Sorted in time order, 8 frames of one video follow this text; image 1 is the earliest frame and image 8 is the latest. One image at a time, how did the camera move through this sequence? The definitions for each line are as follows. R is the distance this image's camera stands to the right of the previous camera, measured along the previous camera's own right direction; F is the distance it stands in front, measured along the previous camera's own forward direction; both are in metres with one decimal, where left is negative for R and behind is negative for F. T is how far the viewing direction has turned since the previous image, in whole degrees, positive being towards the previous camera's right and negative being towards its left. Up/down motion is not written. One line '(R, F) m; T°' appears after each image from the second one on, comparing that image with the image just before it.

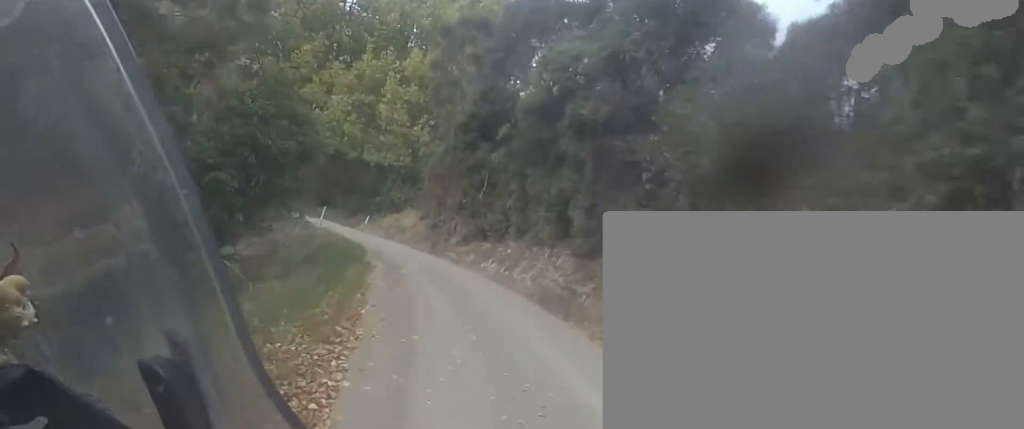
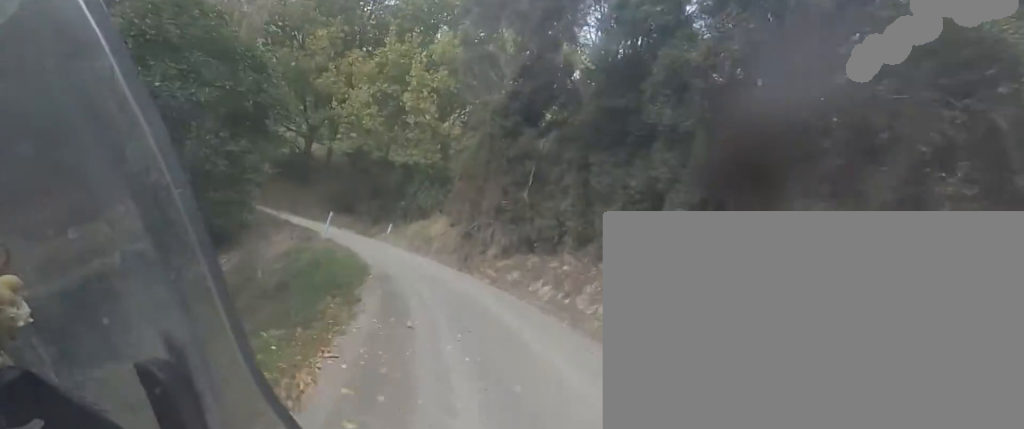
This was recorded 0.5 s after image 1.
(-0.1, +4.9) m; -5°
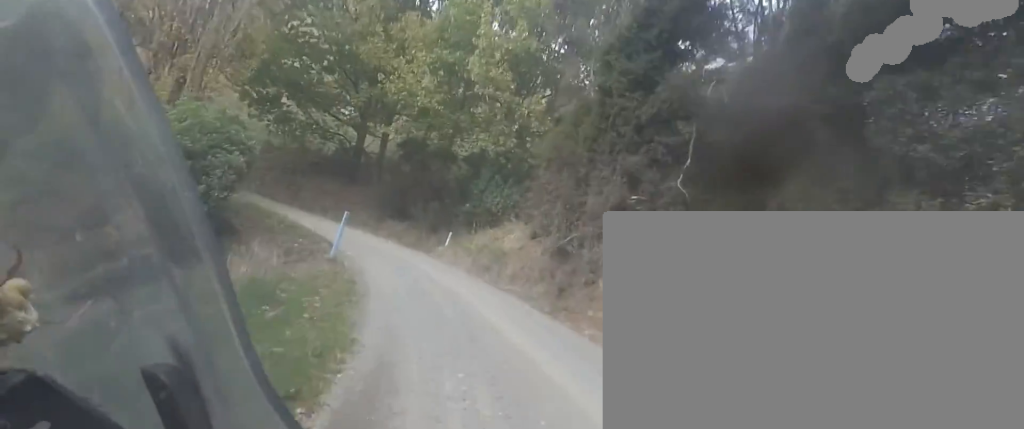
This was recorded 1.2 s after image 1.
(-0.5, +7.2) m; -11°
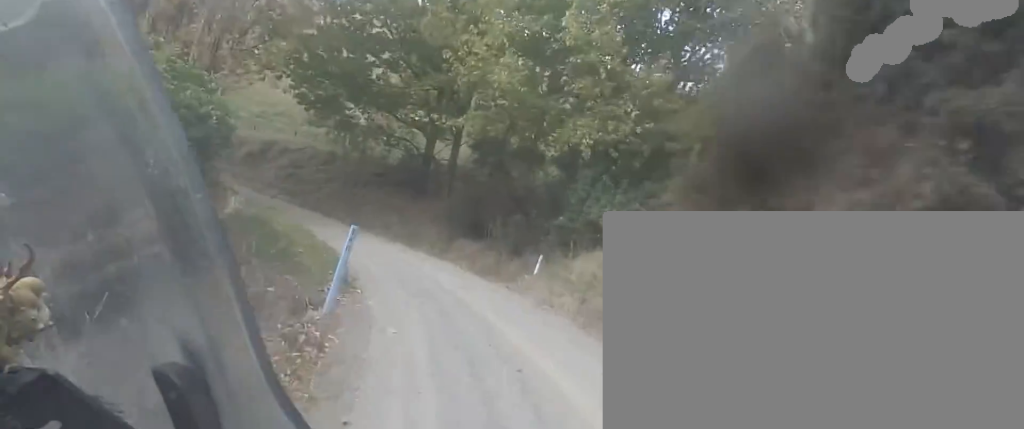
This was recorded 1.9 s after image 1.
(-0.8, +6.1) m; -9°
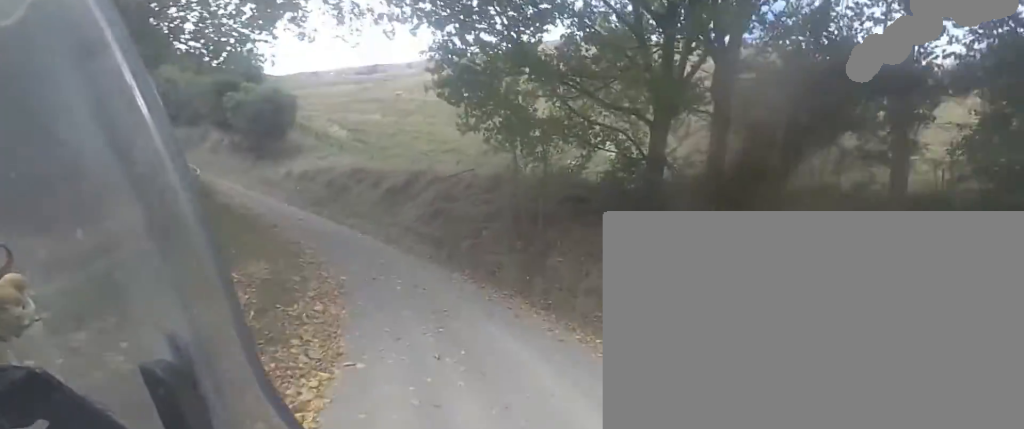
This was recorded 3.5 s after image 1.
(-2.1, +13.7) m; -20°
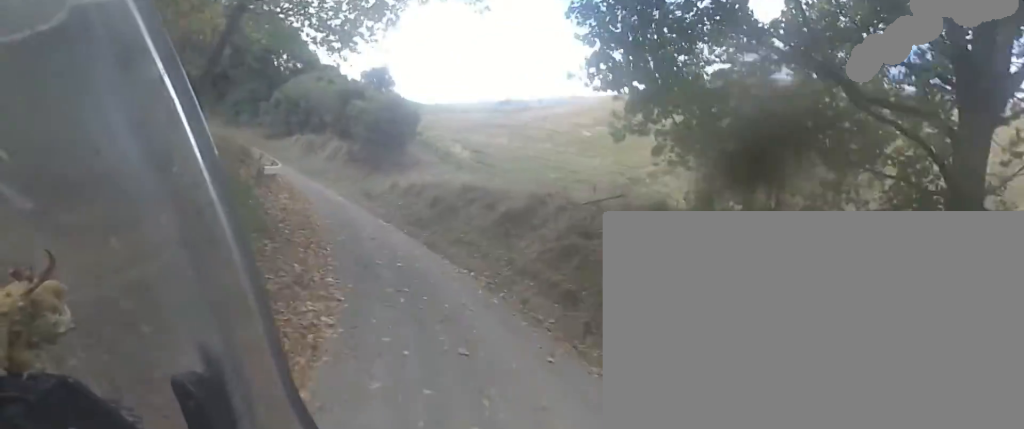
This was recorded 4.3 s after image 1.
(-0.4, +5.7) m; -18°
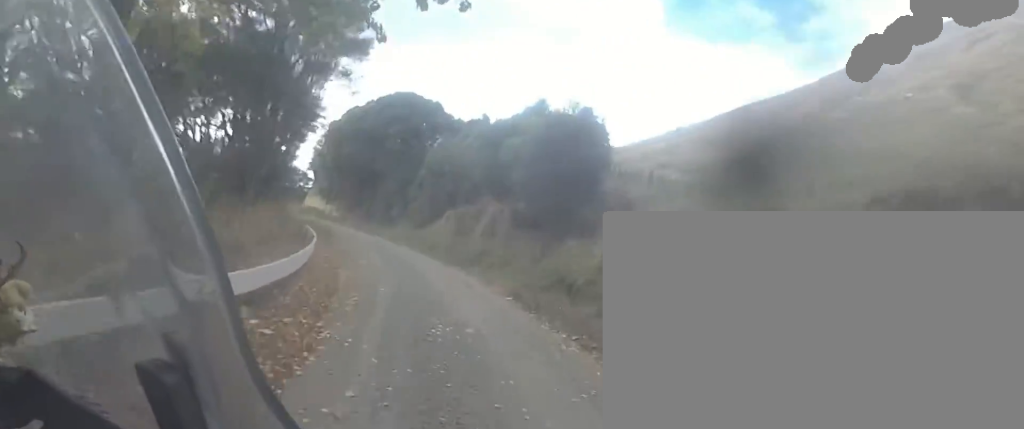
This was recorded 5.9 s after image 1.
(-3.9, +12.1) m; -30°
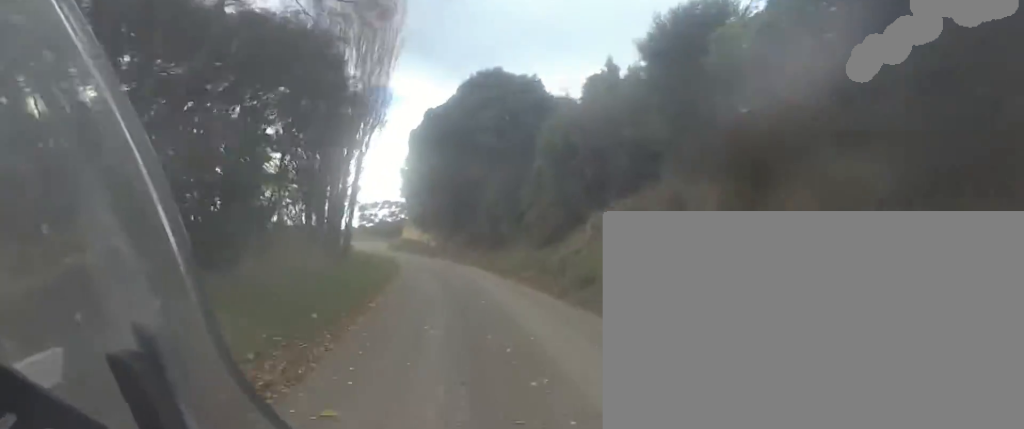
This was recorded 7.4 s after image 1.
(-2.8, +12.2) m; -15°
